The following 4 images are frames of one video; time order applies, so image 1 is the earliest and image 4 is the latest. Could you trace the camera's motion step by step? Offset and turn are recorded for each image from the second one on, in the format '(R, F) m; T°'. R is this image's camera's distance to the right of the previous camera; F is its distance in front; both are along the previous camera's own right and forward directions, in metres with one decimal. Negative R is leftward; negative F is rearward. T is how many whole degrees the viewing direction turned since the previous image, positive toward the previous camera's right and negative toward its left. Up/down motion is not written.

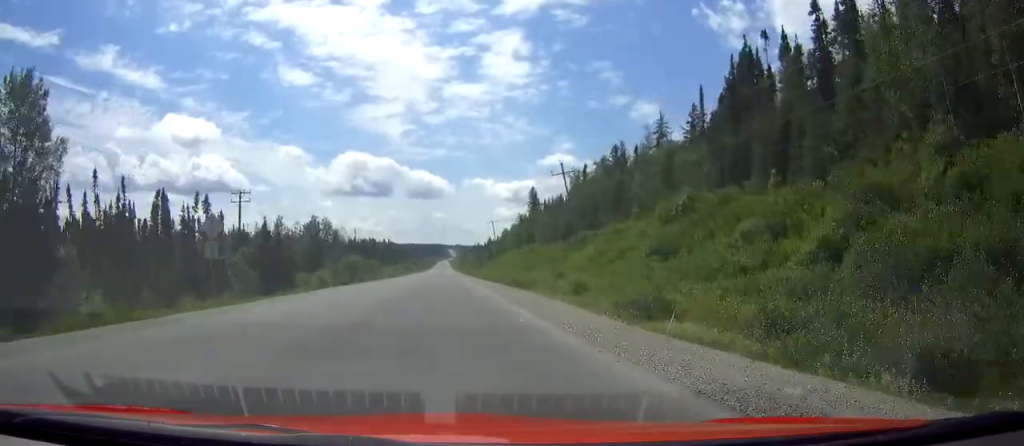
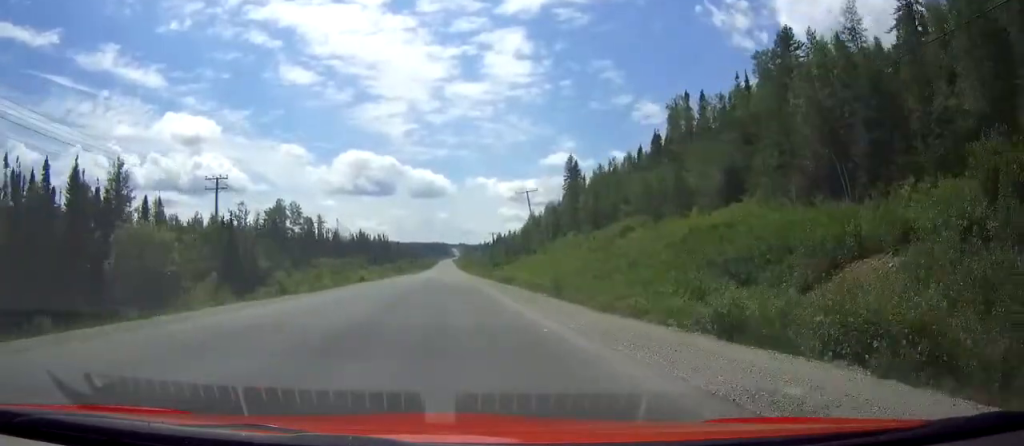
(-0.2, +62.5) m; 0°
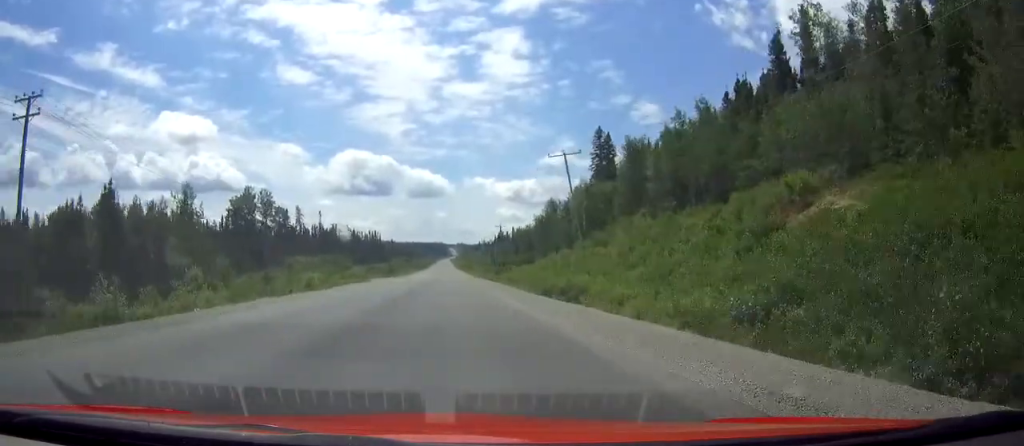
(0.0, +32.8) m; 0°
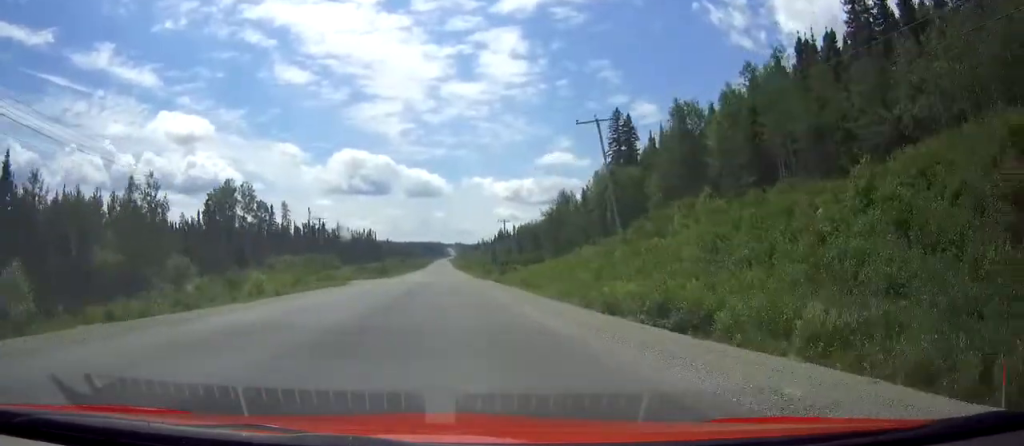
(0.0, +15.5) m; 0°
